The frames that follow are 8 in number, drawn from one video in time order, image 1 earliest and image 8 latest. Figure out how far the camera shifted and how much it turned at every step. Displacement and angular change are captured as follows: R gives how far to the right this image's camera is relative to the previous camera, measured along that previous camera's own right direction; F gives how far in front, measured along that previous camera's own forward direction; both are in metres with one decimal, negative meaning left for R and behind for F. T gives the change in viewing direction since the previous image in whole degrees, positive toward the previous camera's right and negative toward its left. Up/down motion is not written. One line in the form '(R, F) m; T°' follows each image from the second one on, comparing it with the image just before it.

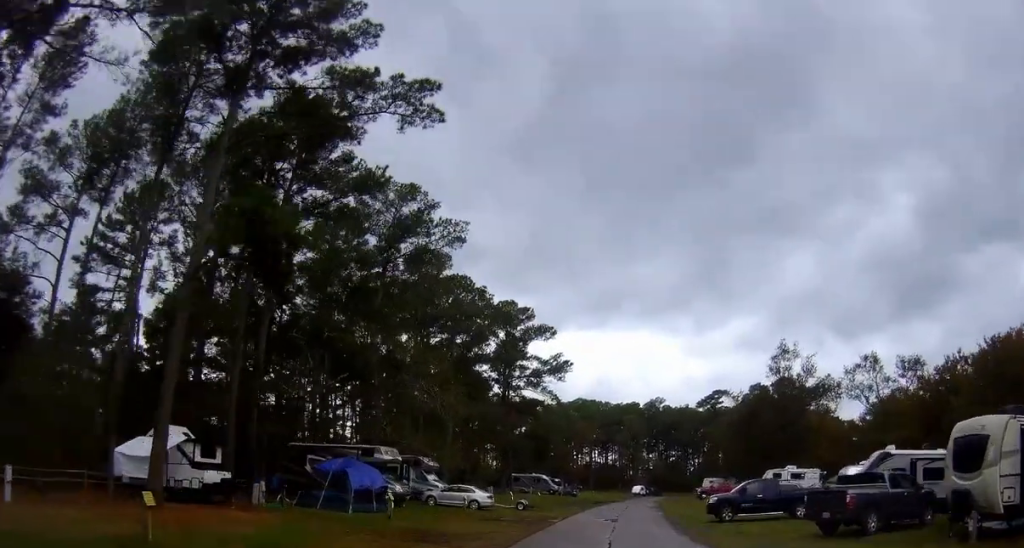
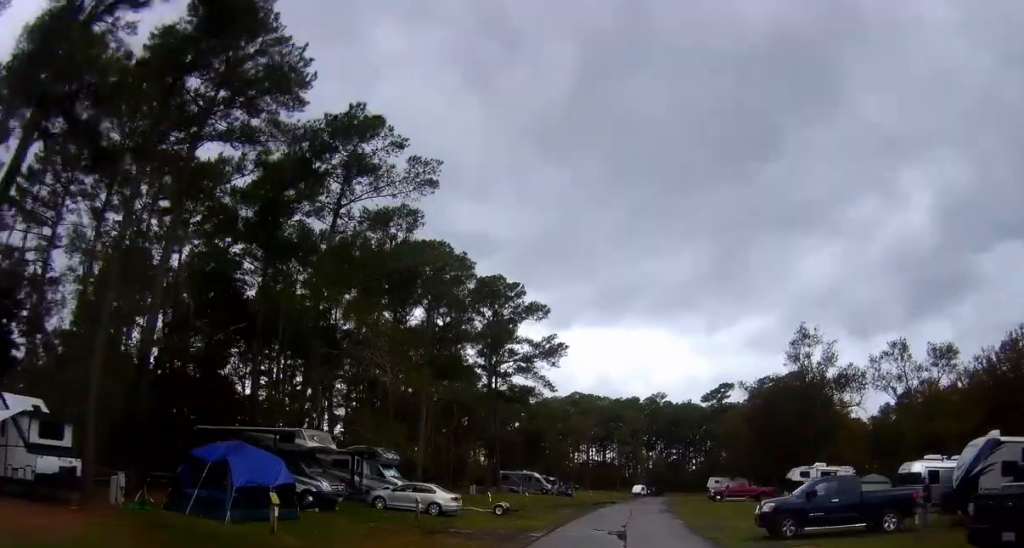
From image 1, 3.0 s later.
(0.0, +8.5) m; -2°
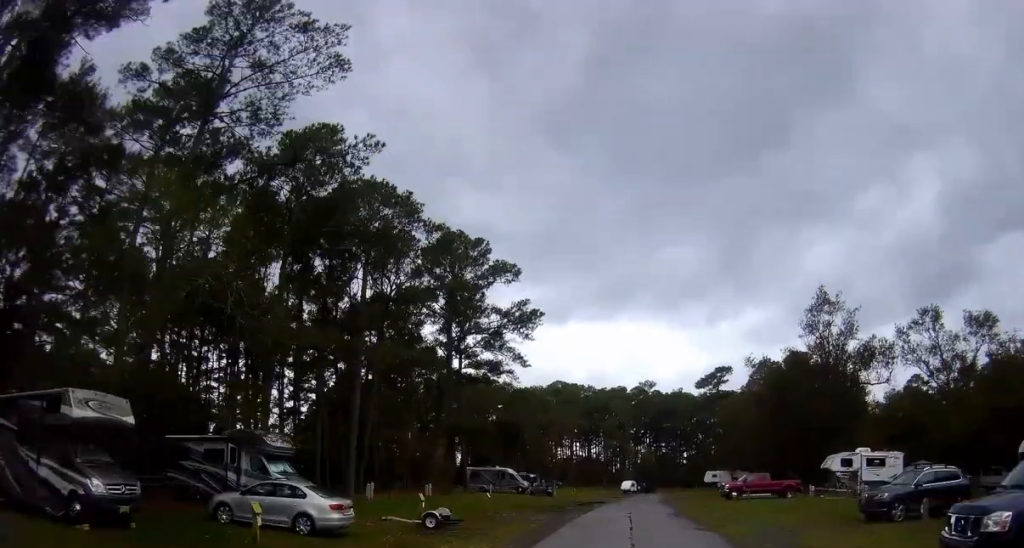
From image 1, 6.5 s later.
(-0.2, +11.0) m; +1°
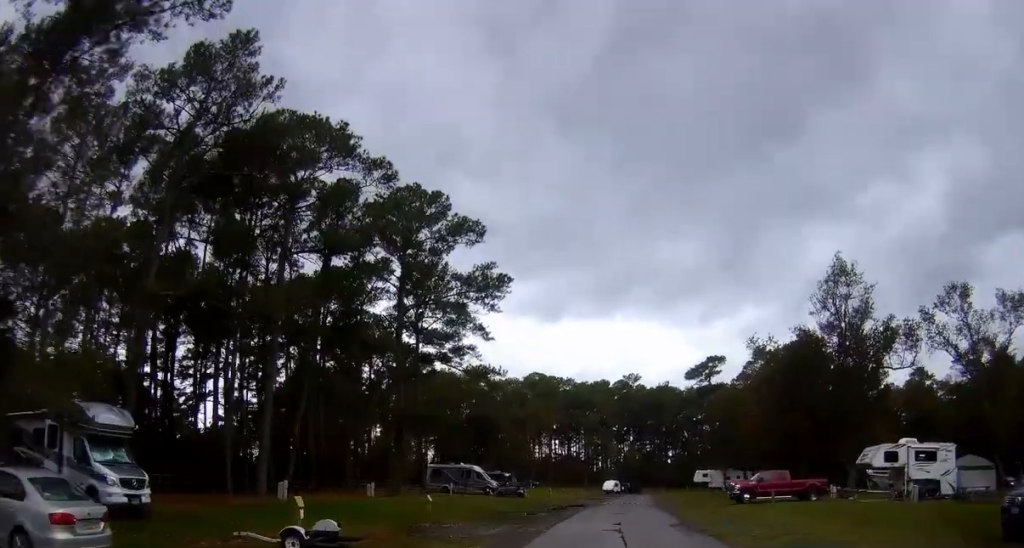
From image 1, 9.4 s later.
(+0.3, +8.9) m; +3°
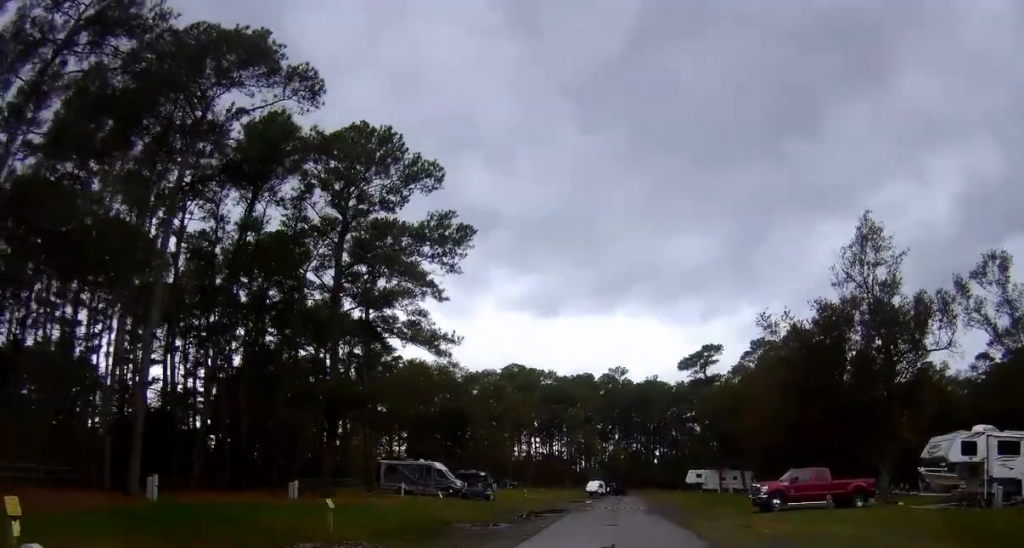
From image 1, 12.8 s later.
(+0.2, +9.5) m; +4°
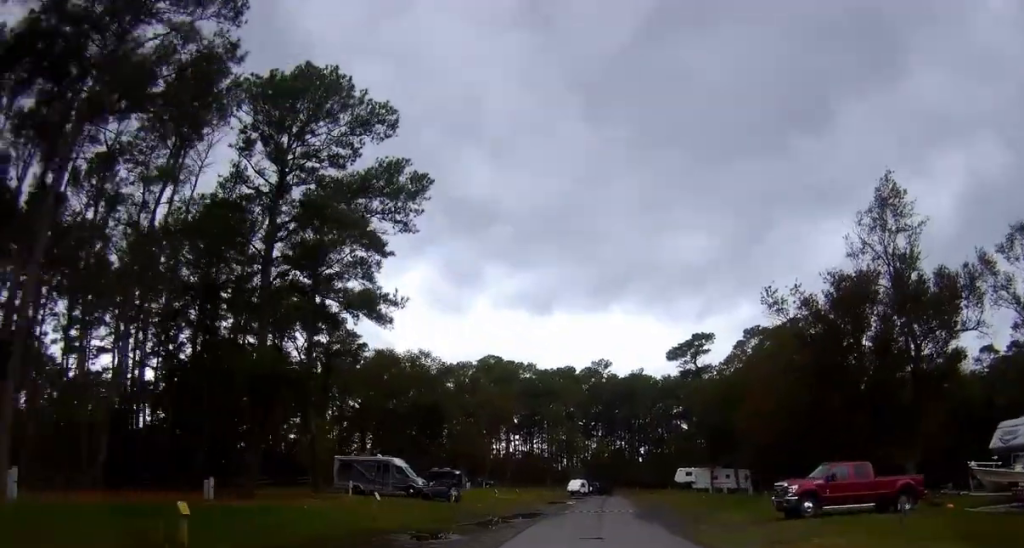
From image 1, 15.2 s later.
(+0.3, +6.9) m; +3°
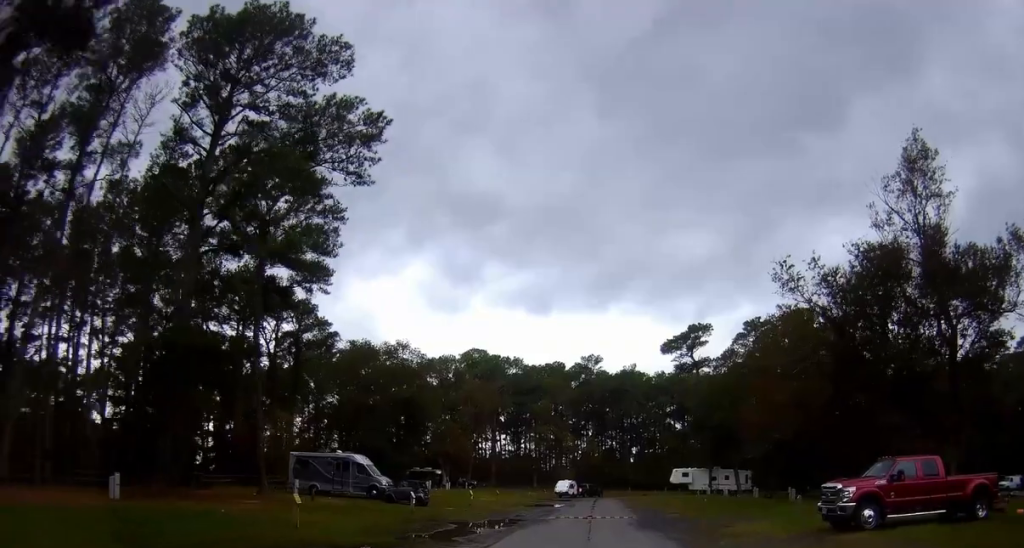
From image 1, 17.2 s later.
(-0.2, +5.7) m; +3°
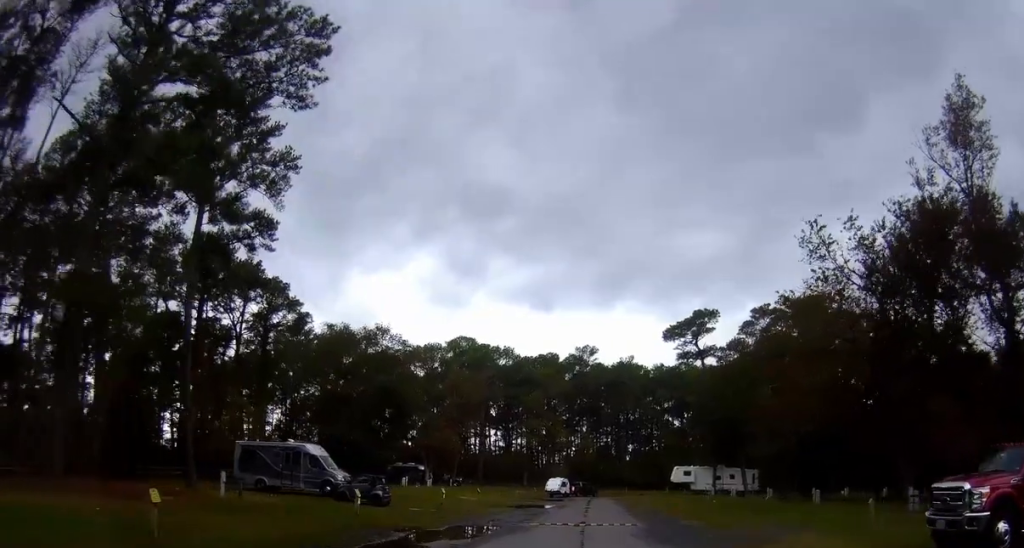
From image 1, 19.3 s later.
(+0.5, +5.7) m; +1°
